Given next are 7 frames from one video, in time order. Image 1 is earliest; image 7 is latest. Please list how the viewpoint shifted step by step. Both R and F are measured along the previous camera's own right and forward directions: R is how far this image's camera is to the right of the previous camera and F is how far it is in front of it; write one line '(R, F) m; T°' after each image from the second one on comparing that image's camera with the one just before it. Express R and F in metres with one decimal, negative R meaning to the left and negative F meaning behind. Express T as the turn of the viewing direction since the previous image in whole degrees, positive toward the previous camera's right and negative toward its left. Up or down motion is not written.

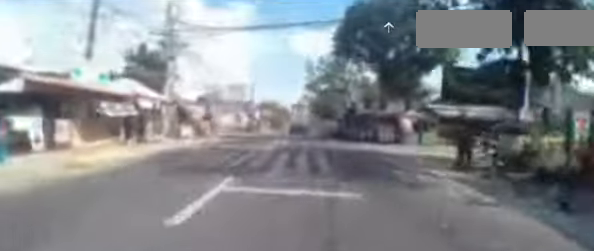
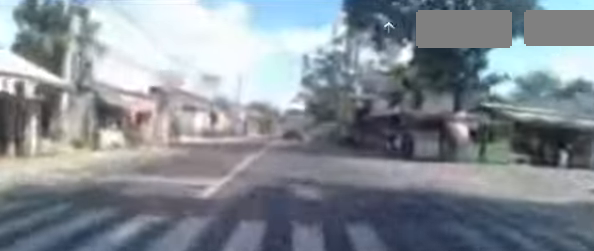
(+0.2, +8.0) m; +2°
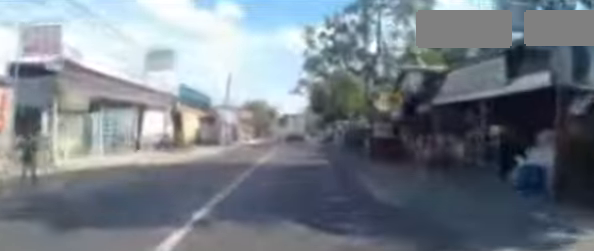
(0.0, +9.7) m; -1°
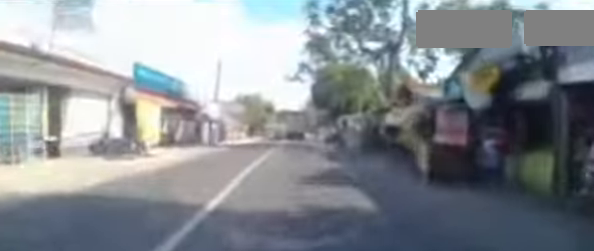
(0.0, +6.3) m; -2°
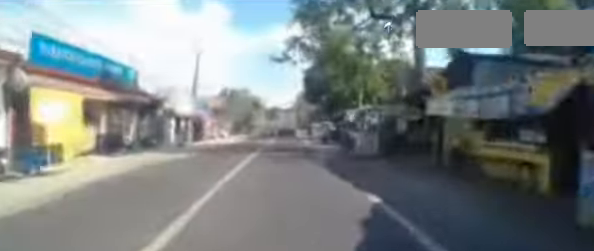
(-0.3, +5.3) m; 0°
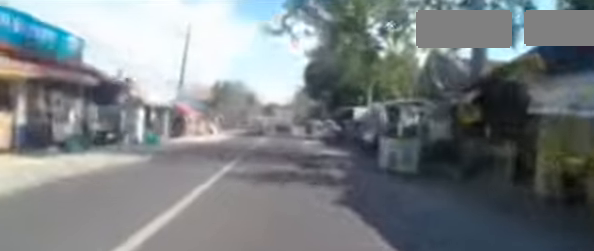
(-0.1, +4.5) m; 0°
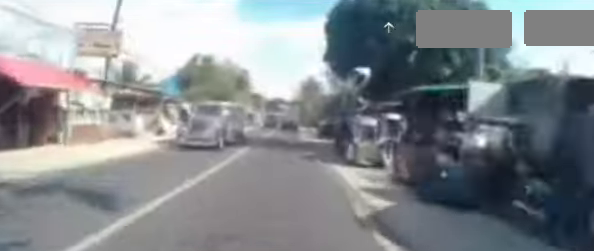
(+0.2, +14.1) m; 0°
